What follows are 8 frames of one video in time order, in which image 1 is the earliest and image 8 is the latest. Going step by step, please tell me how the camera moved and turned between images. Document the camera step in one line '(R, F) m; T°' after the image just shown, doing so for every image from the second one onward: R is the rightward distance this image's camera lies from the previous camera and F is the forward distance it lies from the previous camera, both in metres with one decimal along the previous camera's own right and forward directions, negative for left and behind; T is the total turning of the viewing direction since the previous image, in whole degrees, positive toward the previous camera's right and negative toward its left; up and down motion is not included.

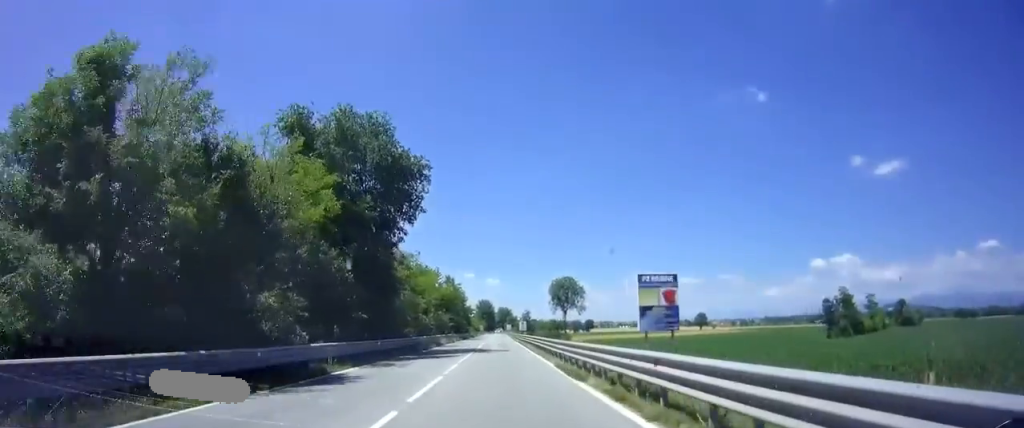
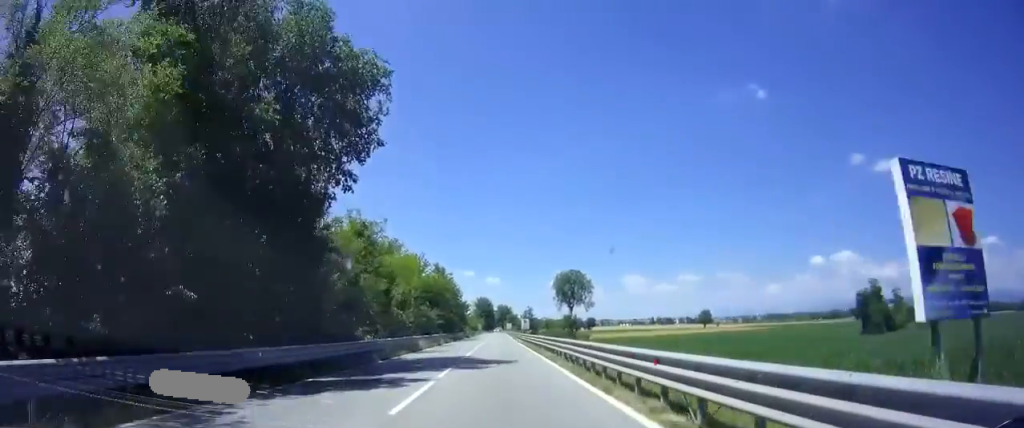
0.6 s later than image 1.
(-0.1, +13.5) m; 0°
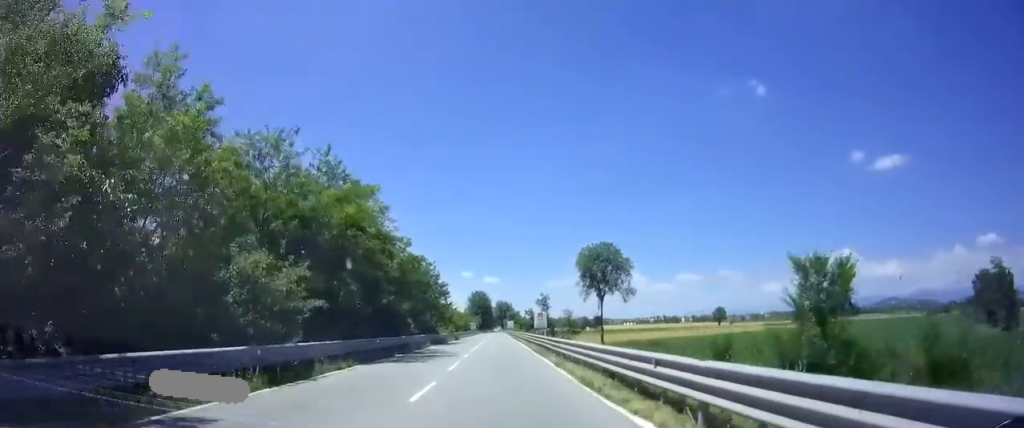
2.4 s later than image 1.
(0.0, +41.2) m; +1°
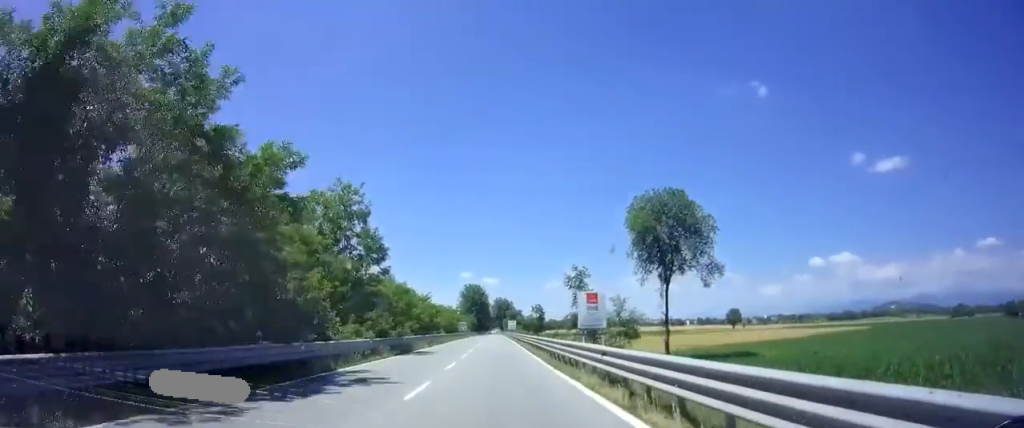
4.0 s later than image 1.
(+0.1, +36.8) m; 0°
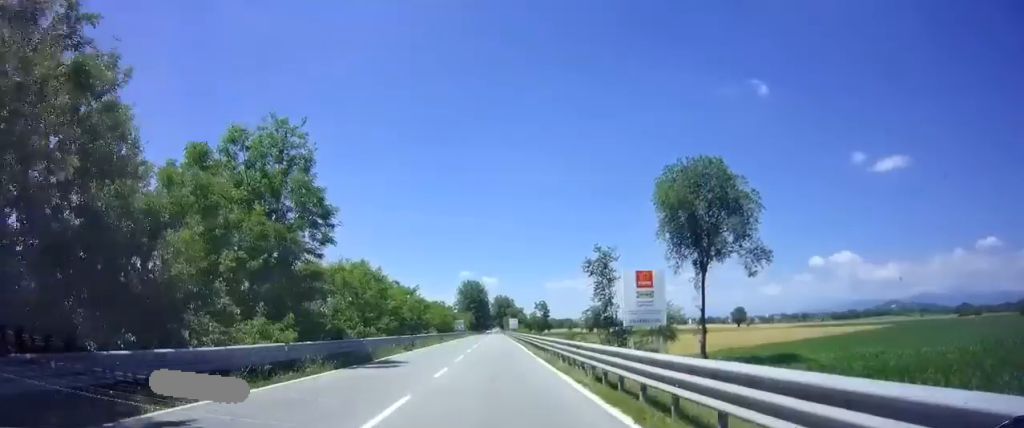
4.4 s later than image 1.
(0.0, +10.2) m; 0°
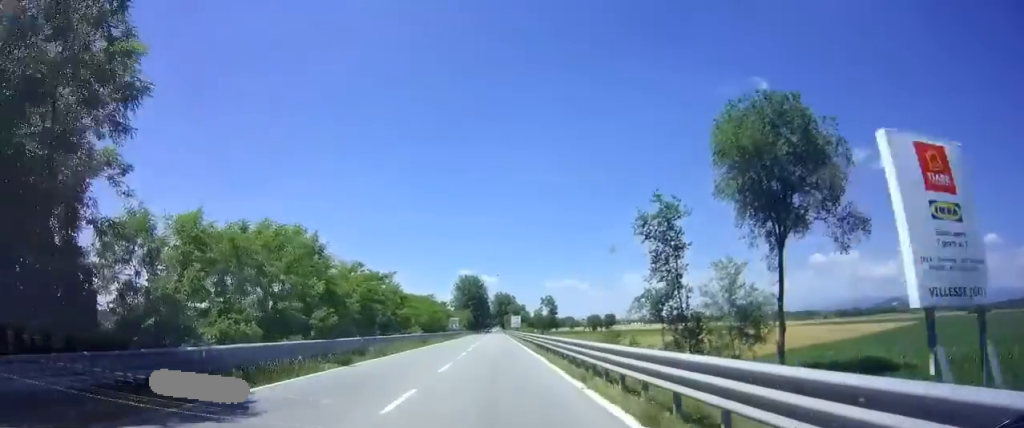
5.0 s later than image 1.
(0.0, +13.4) m; 0°
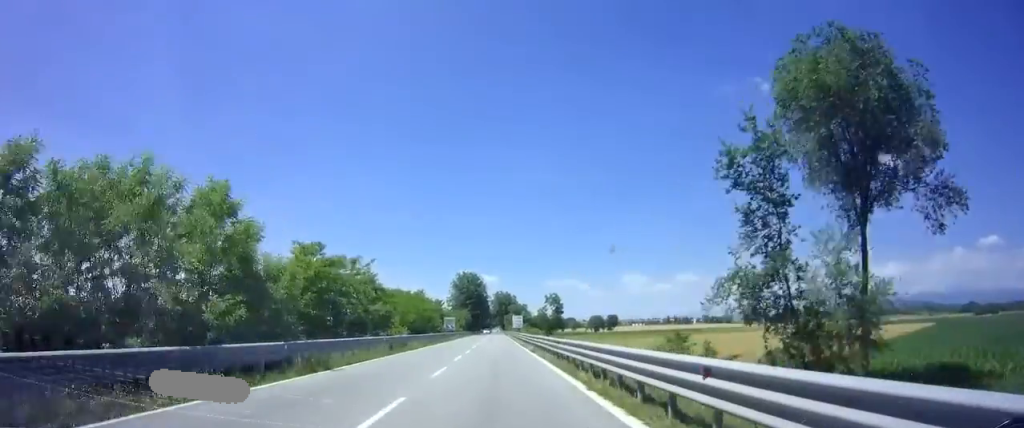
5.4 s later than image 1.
(-0.1, +9.4) m; 0°
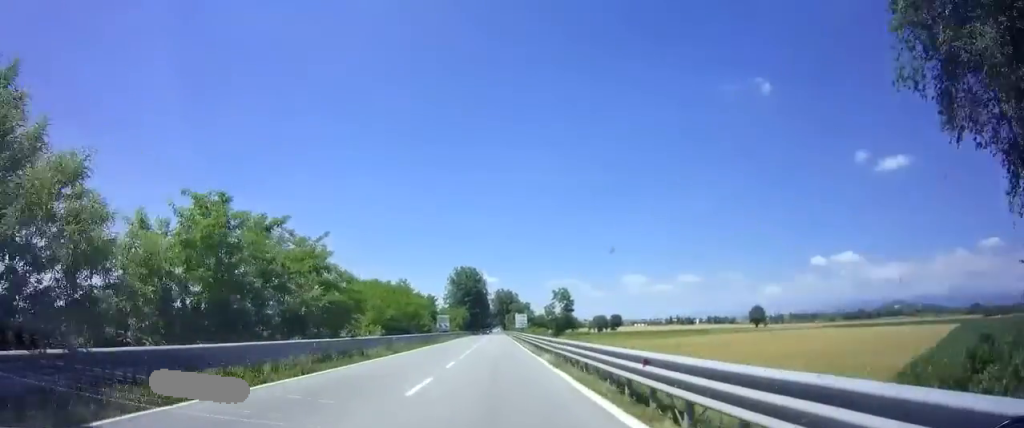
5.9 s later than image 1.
(-0.2, +11.7) m; 0°
